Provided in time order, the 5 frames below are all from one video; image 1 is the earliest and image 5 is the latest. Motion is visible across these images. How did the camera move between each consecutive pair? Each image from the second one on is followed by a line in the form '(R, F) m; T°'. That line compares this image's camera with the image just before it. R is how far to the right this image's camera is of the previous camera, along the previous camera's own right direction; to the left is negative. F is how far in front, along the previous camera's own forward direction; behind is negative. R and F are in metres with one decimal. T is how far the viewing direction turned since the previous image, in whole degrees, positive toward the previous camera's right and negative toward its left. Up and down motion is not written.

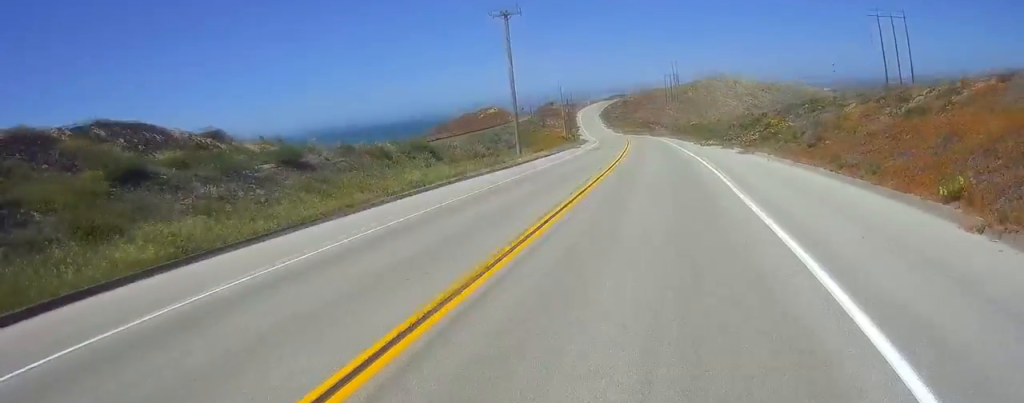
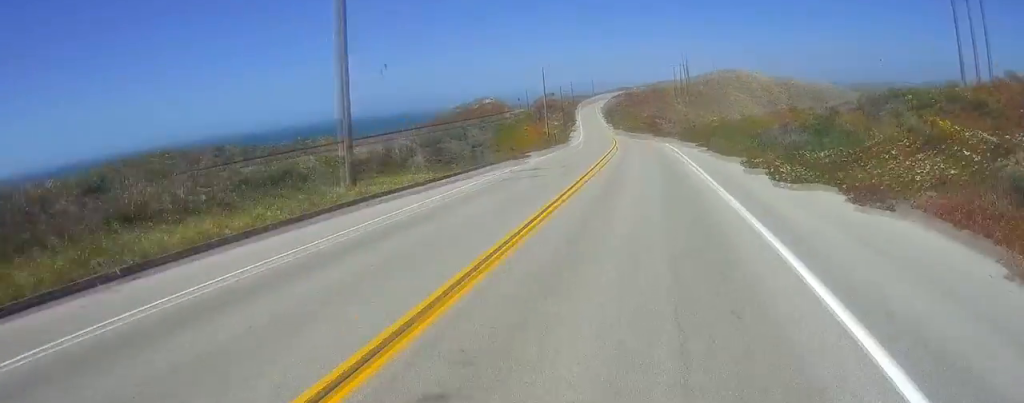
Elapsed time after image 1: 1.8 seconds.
(-0.4, +29.4) m; -2°
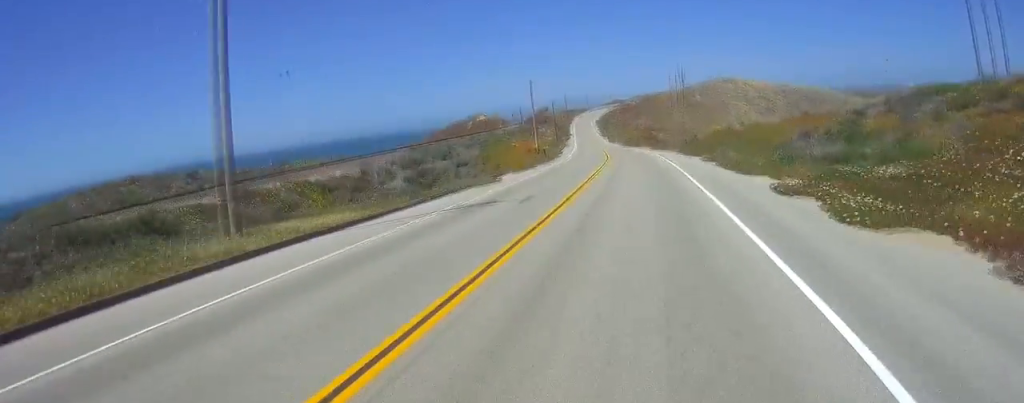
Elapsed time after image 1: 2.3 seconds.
(0.0, +7.1) m; -1°
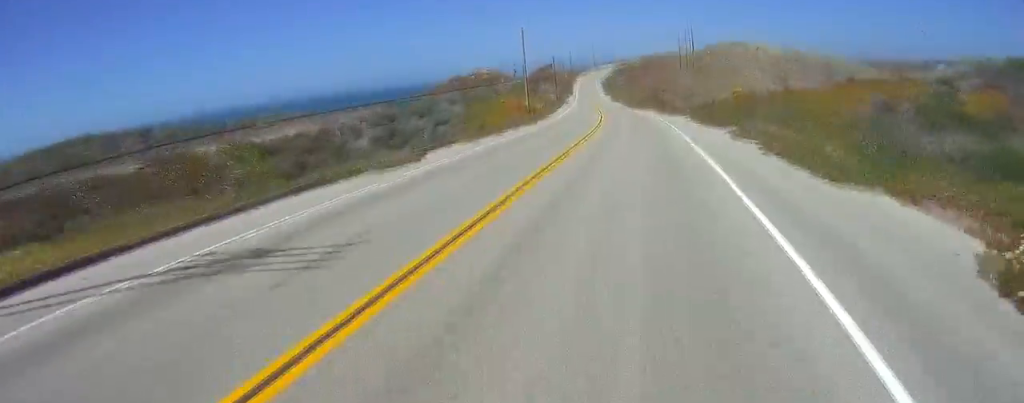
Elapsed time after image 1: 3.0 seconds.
(-0.2, +12.6) m; -1°
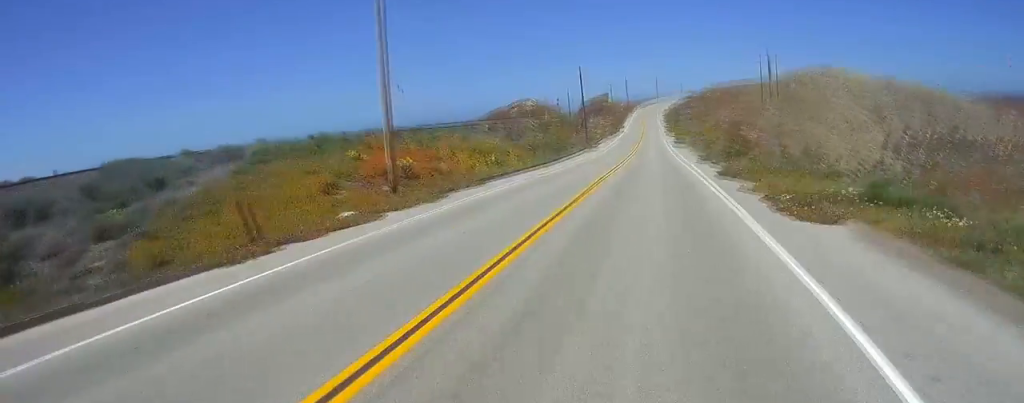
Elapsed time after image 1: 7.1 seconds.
(-3.4, +64.9) m; -5°
